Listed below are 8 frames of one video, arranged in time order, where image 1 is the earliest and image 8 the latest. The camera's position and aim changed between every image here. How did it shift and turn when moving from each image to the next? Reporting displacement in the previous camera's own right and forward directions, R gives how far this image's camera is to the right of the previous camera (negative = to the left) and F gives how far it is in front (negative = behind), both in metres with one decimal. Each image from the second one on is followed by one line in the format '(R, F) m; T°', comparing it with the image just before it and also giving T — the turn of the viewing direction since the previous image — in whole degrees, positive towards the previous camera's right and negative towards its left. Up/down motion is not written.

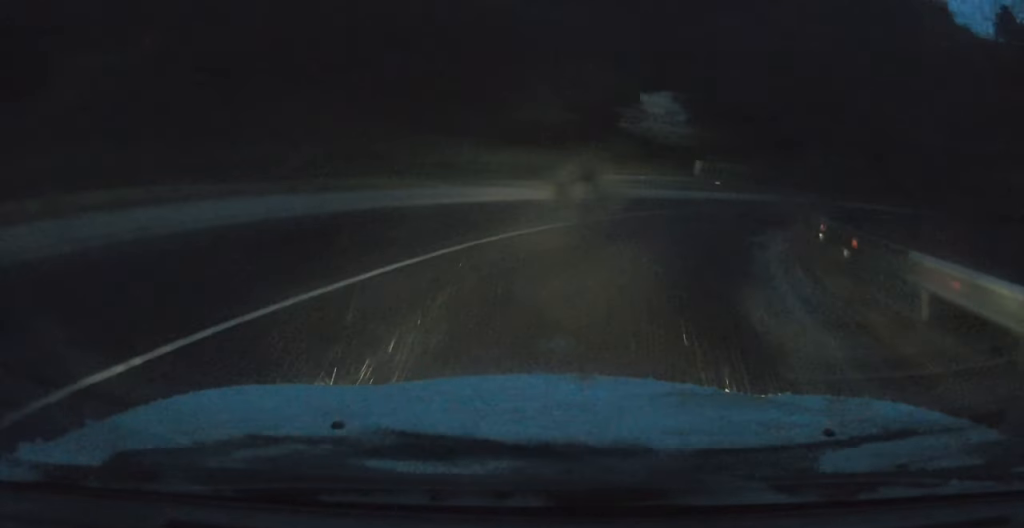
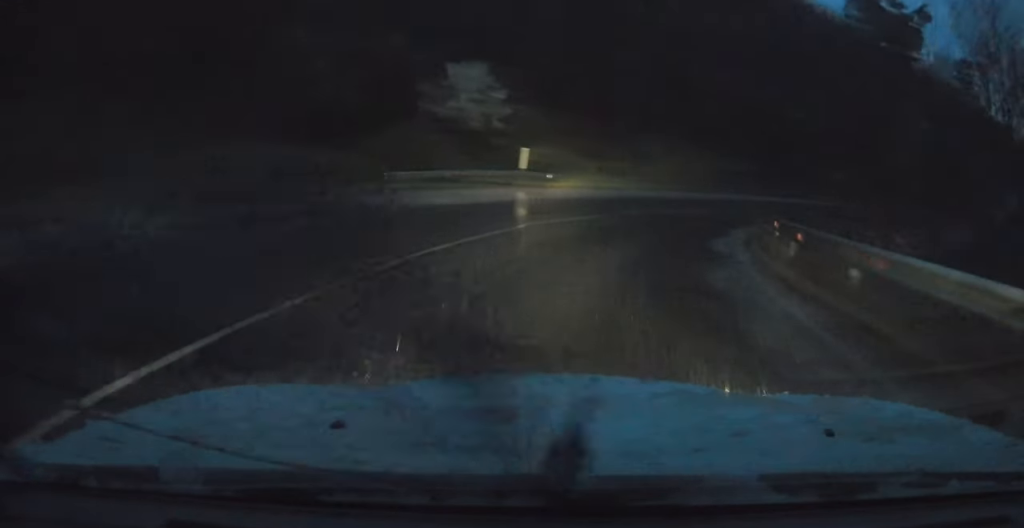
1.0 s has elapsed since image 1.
(+1.8, +10.8) m; +16°
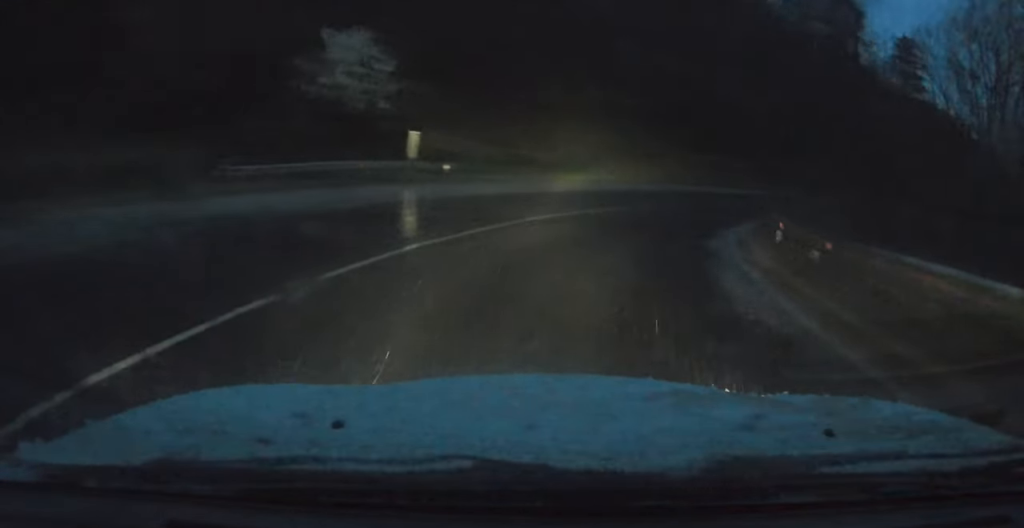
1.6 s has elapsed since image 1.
(+0.2, +7.1) m; +8°
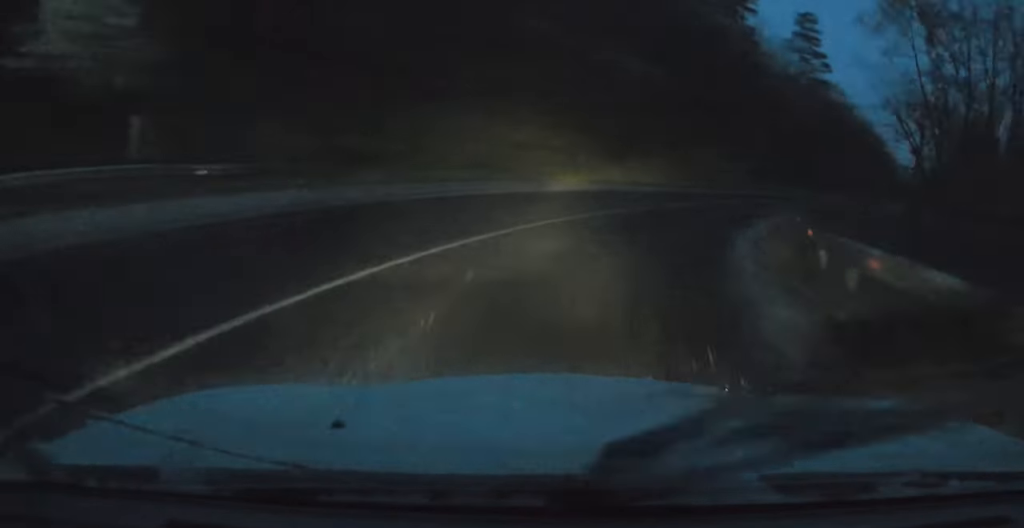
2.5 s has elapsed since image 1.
(+1.3, +11.7) m; +10°
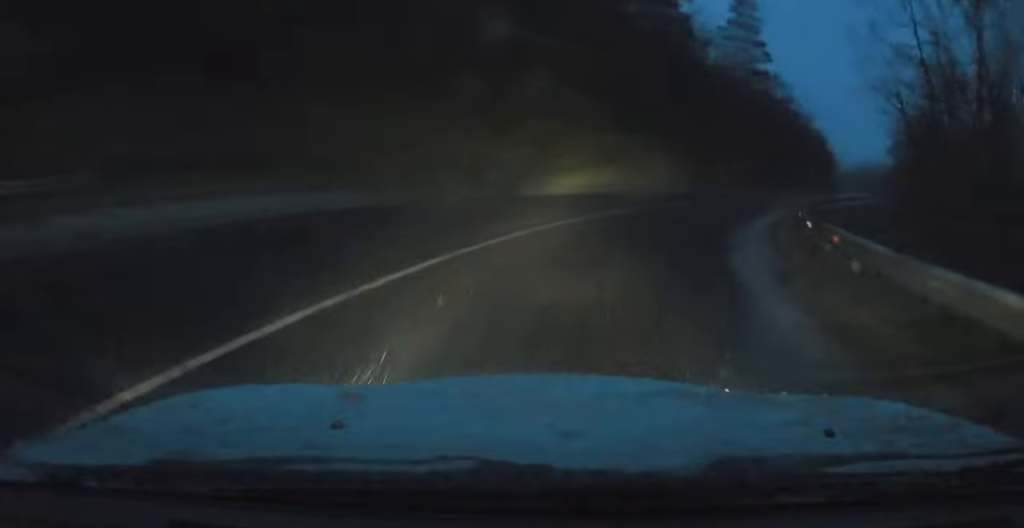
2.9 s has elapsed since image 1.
(+0.2, +6.2) m; +5°
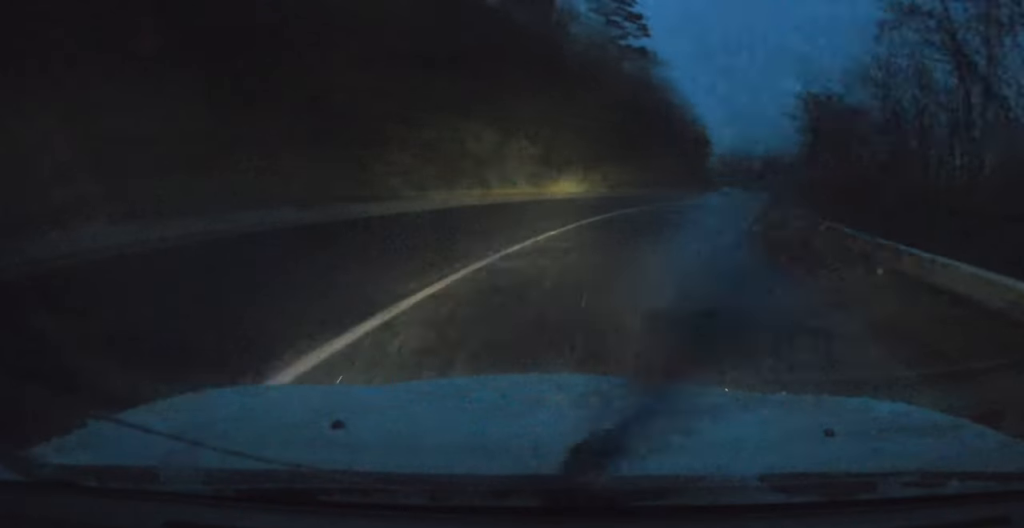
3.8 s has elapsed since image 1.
(+0.8, +13.0) m; +10°
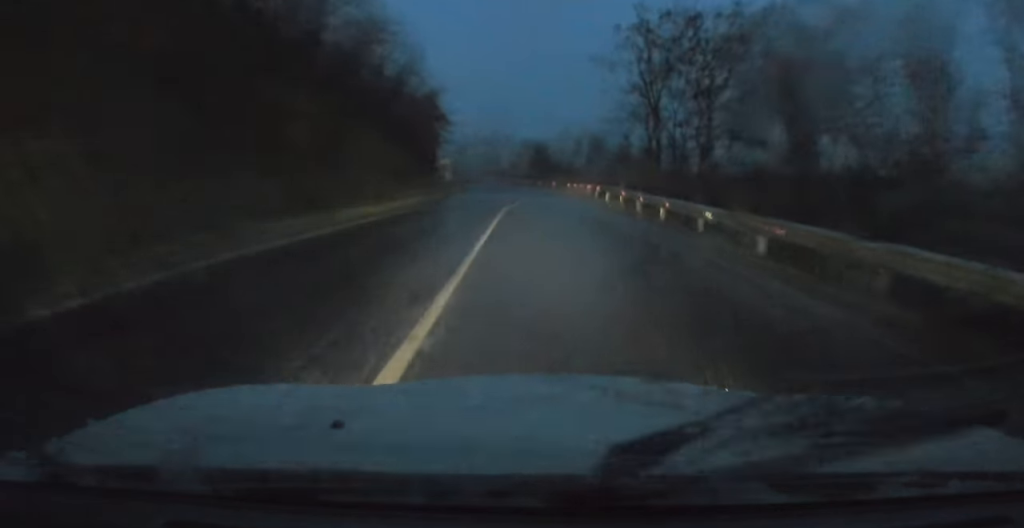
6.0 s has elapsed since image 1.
(+5.4, +34.1) m; +11°
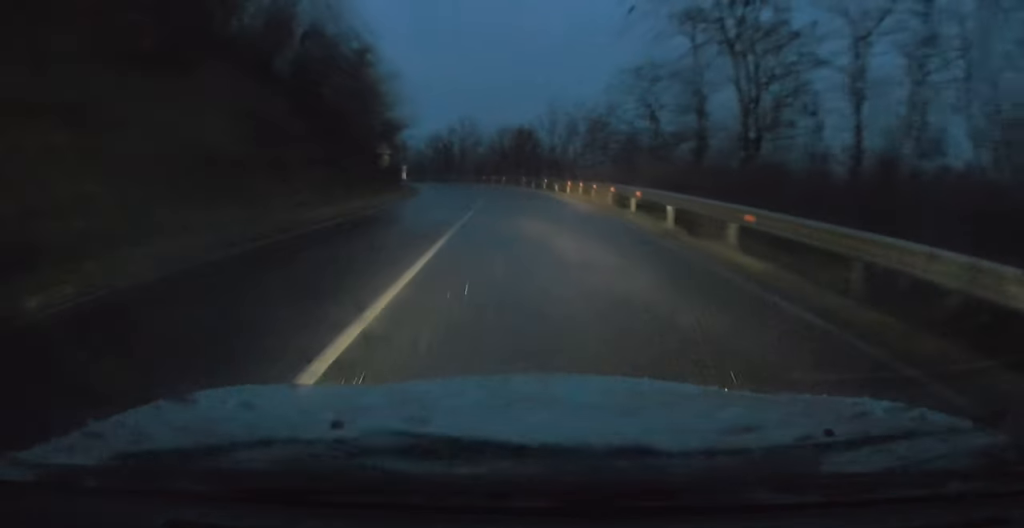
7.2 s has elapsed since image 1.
(-0.1, +17.4) m; -2°
